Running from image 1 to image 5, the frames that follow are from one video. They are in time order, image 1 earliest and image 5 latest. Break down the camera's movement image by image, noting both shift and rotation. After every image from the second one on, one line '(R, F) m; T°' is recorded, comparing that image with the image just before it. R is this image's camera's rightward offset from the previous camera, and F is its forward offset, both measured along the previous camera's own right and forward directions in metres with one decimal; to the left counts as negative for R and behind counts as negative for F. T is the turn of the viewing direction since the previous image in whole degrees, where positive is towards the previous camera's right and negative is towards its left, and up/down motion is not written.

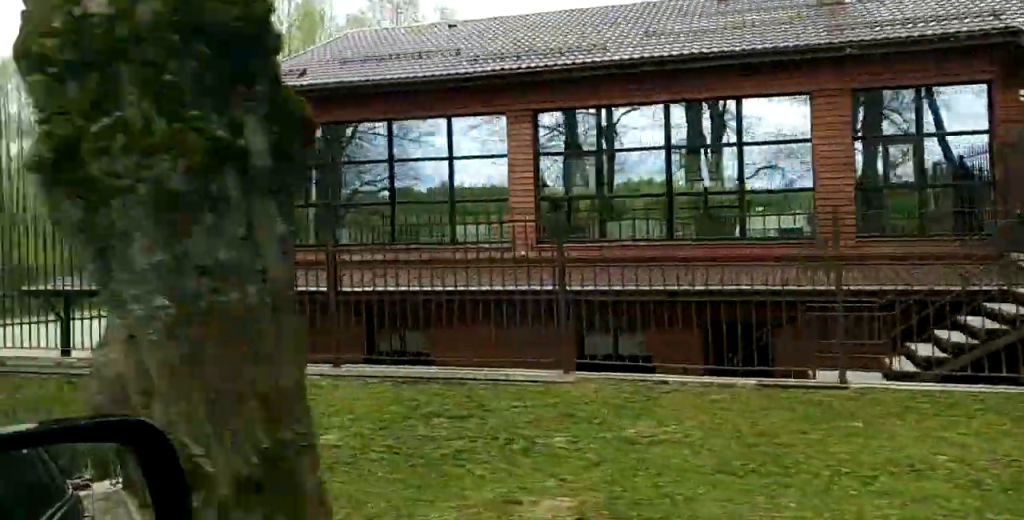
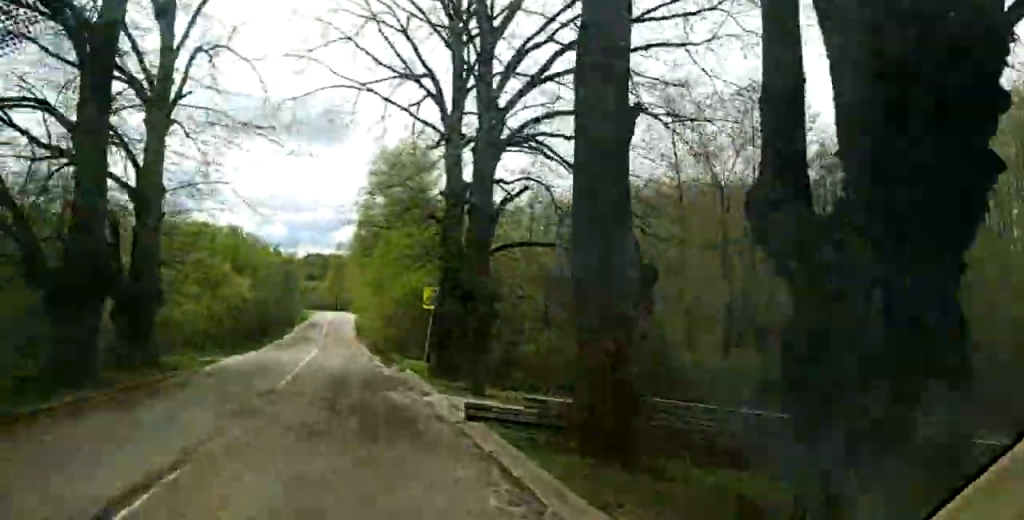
(+3.2, +13.4) m; +18°
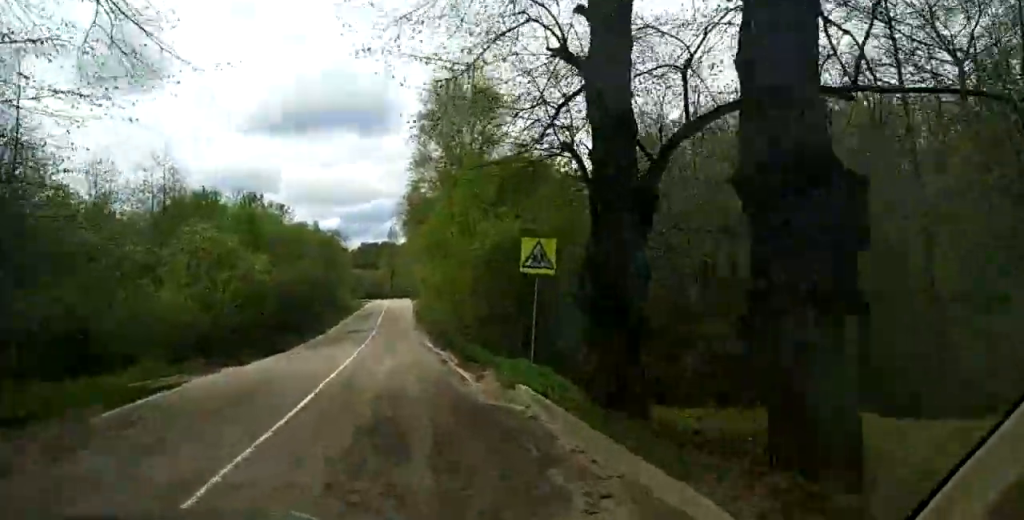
(0.0, +14.4) m; 0°
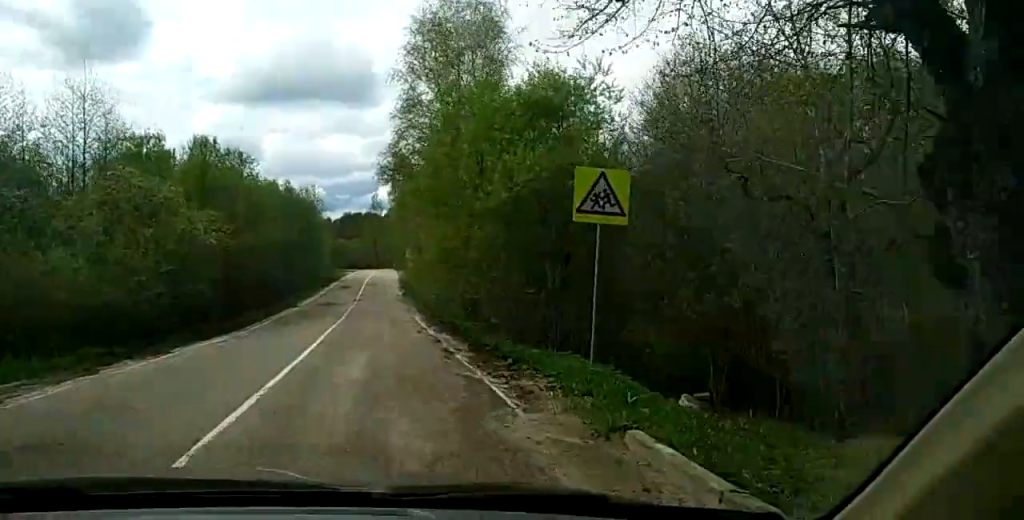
(0.0, +7.7) m; +1°
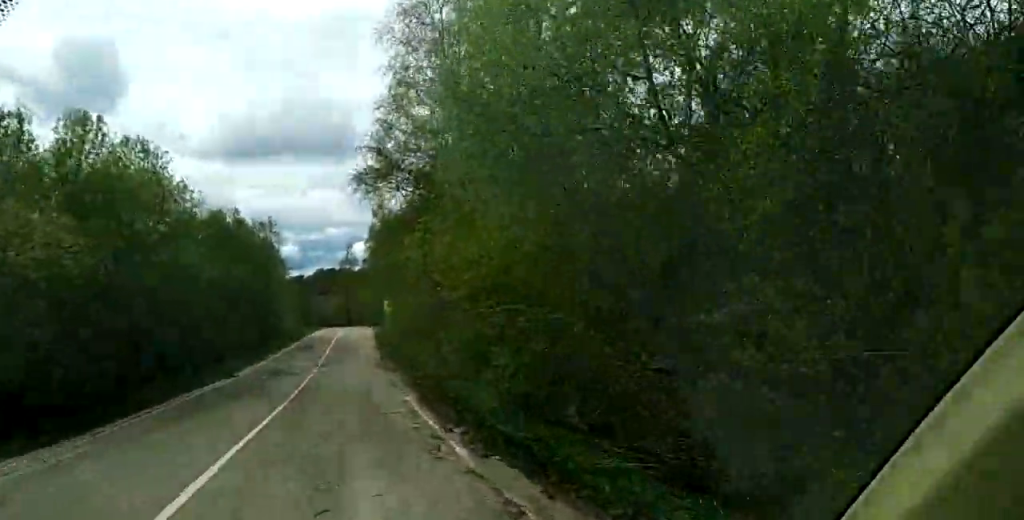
(+0.3, +13.3) m; +2°
